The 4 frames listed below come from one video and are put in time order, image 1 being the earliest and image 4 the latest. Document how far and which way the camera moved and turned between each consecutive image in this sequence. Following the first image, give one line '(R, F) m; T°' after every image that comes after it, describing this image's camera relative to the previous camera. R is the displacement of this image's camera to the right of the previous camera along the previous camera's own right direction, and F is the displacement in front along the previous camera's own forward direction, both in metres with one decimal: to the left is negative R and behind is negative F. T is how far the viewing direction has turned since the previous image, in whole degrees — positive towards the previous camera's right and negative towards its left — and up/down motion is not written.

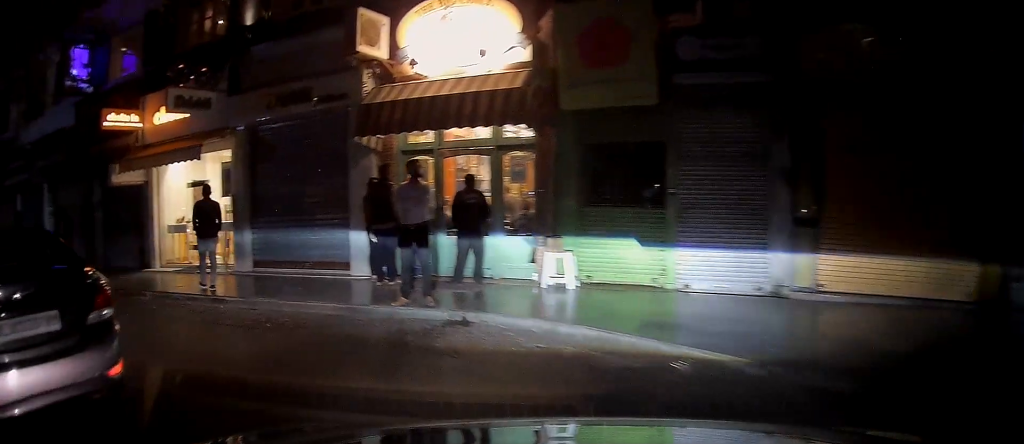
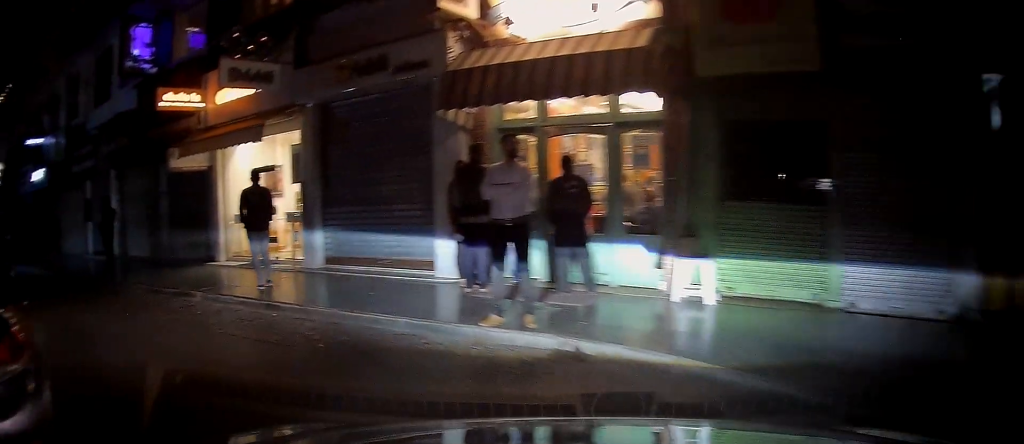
(0.0, +1.4) m; -5°
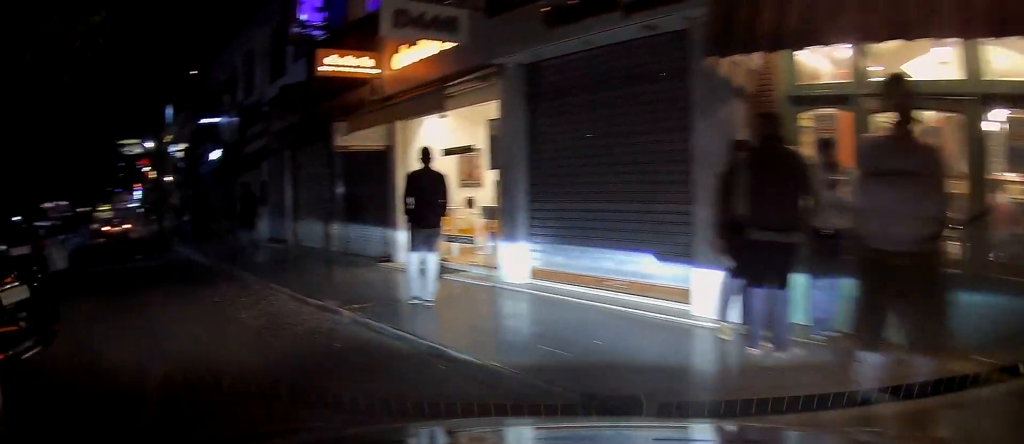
(-0.2, +2.5) m; -16°
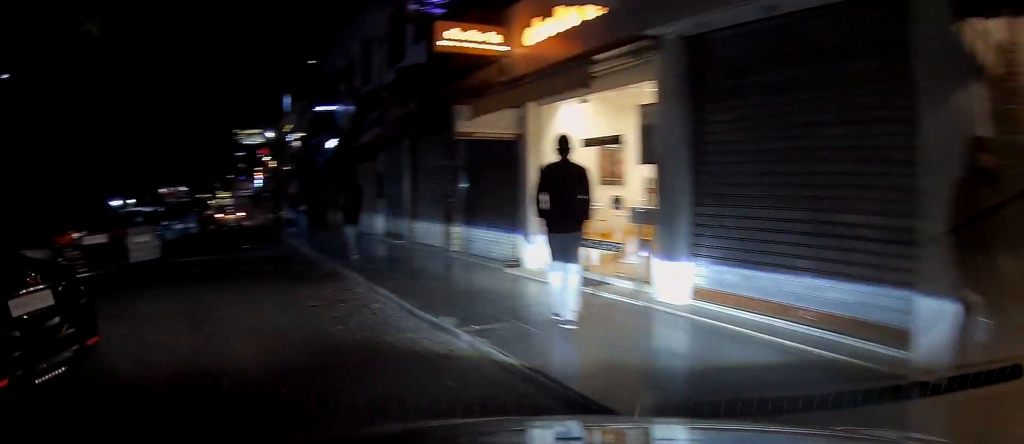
(0.0, +1.4) m; -14°
